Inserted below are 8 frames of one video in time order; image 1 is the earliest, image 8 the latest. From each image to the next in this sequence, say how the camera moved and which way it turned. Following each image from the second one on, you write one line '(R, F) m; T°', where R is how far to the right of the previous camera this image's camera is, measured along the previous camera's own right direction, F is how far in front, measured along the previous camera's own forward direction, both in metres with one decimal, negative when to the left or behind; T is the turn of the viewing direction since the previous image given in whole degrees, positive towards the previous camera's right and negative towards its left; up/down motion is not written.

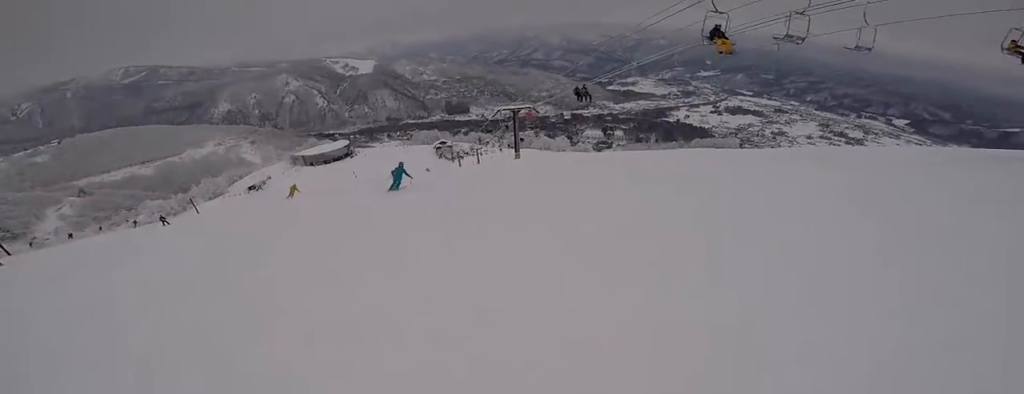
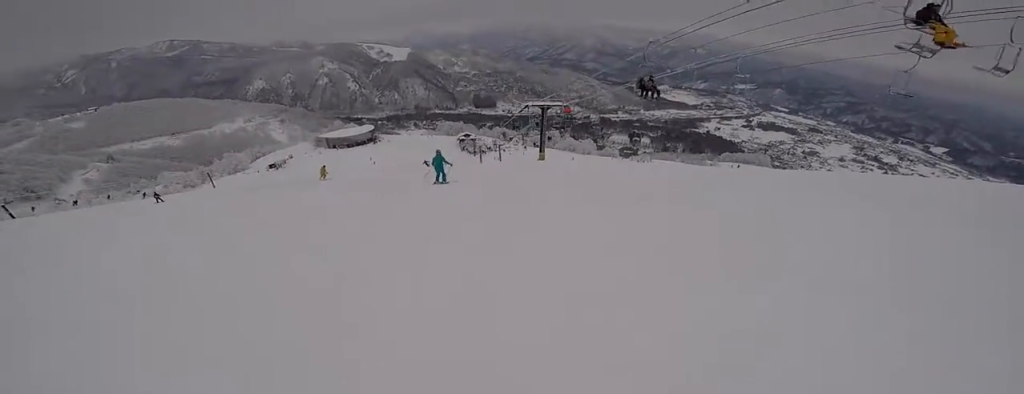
(-0.3, +5.0) m; -4°
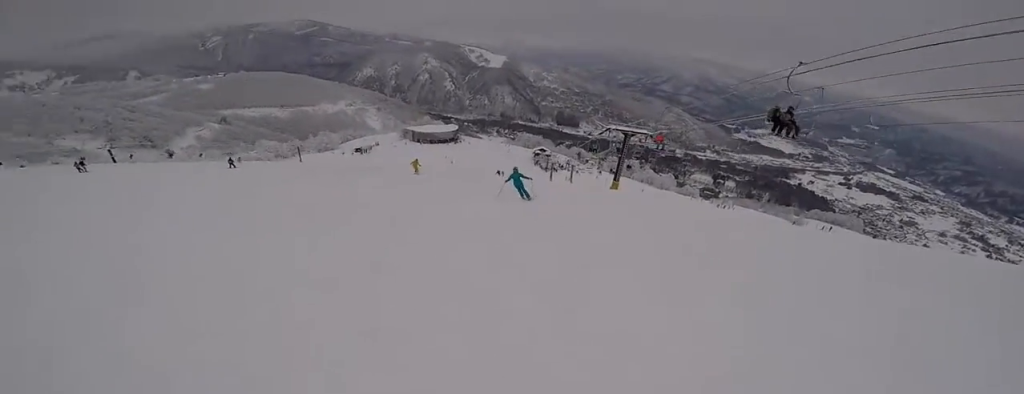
(-0.1, +3.5) m; -4°
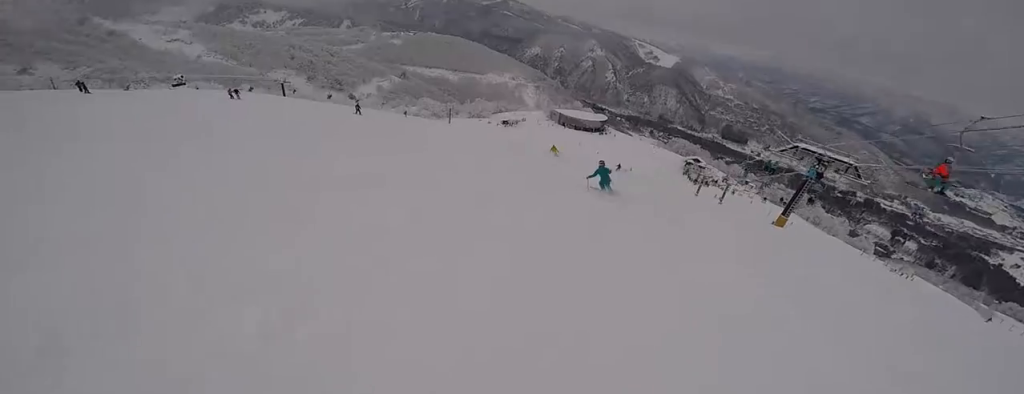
(-0.3, +7.6) m; -10°
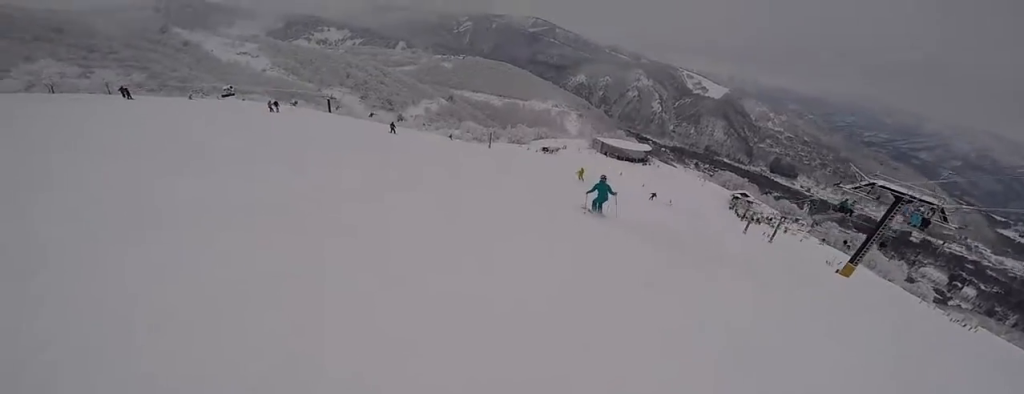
(-0.5, +3.4) m; -3°
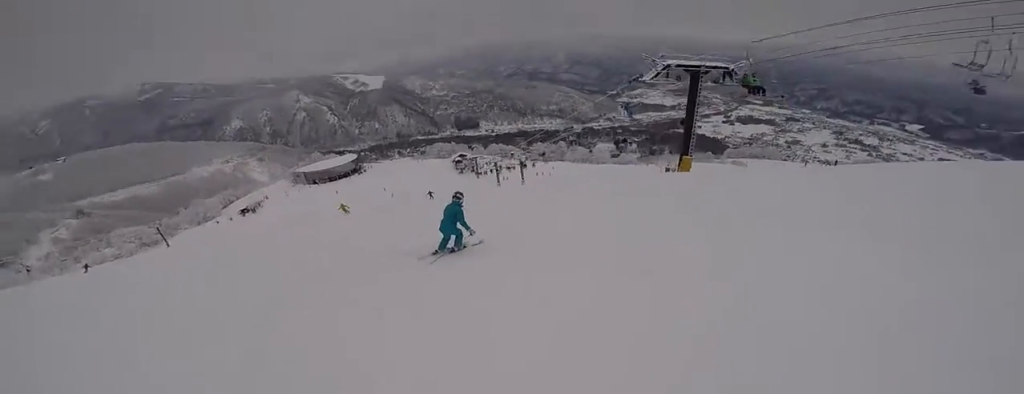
(+1.1, +14.2) m; +26°
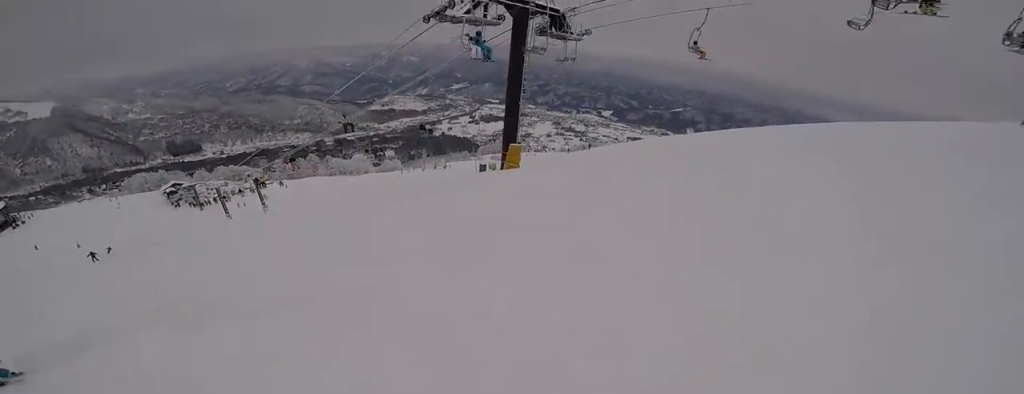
(+4.7, +12.0) m; +22°
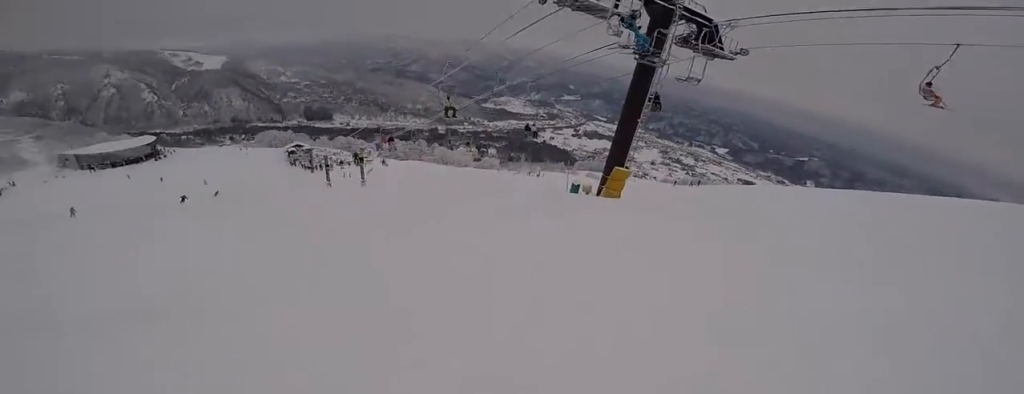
(-0.4, +3.2) m; -7°
